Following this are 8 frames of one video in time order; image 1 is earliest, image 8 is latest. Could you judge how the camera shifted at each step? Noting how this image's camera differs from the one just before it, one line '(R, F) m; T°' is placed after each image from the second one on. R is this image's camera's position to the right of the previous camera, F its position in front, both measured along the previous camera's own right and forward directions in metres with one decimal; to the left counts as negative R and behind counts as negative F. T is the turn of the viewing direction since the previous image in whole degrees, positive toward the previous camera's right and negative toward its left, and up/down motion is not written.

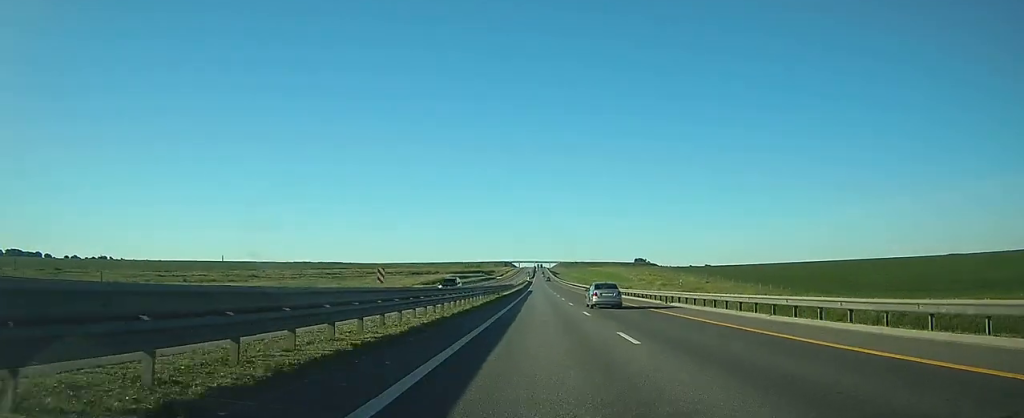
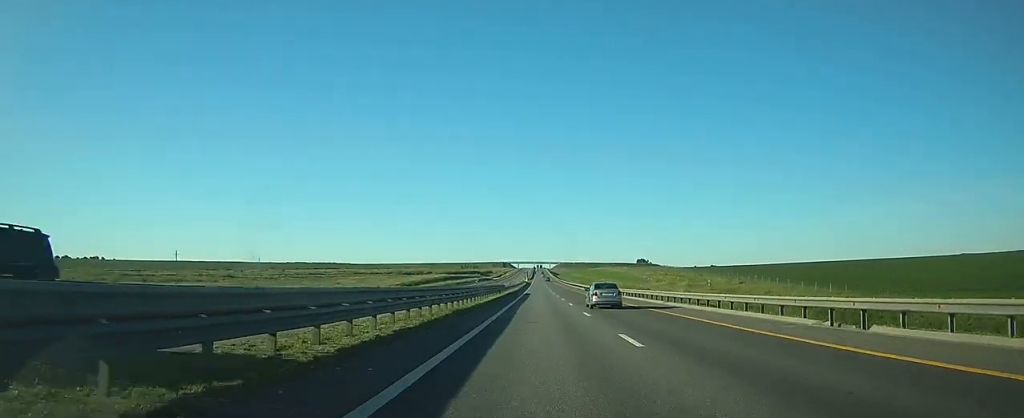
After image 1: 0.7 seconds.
(0.0, +24.7) m; 0°
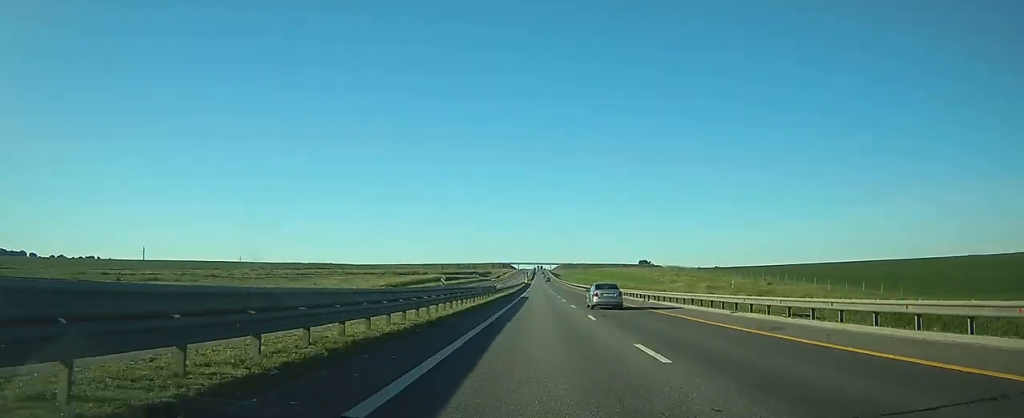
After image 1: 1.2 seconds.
(0.0, +14.6) m; 0°
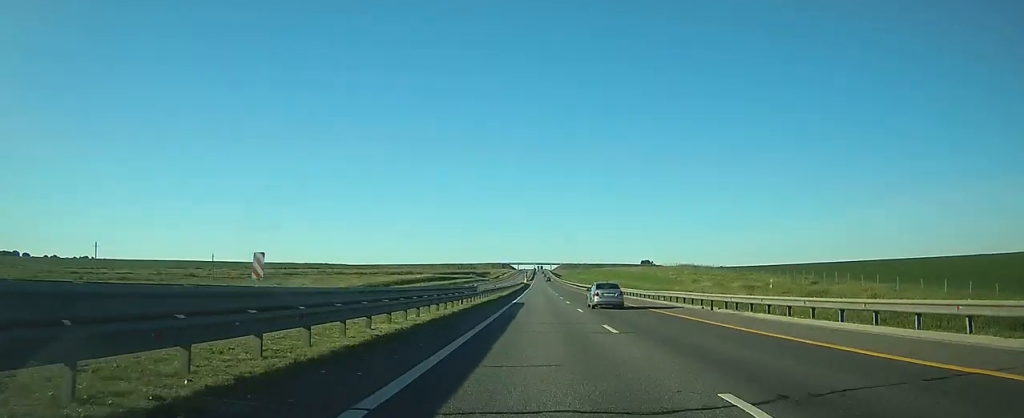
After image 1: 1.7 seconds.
(0.0, +18.0) m; 0°
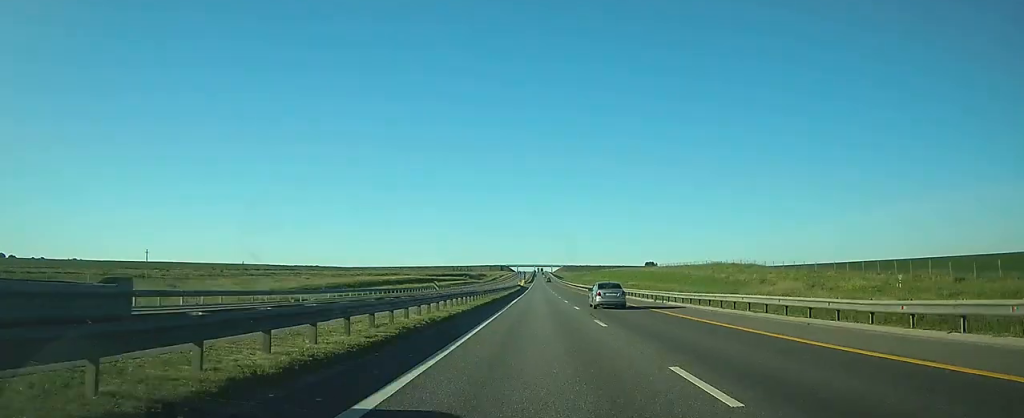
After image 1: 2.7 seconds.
(0.0, +33.7) m; 0°
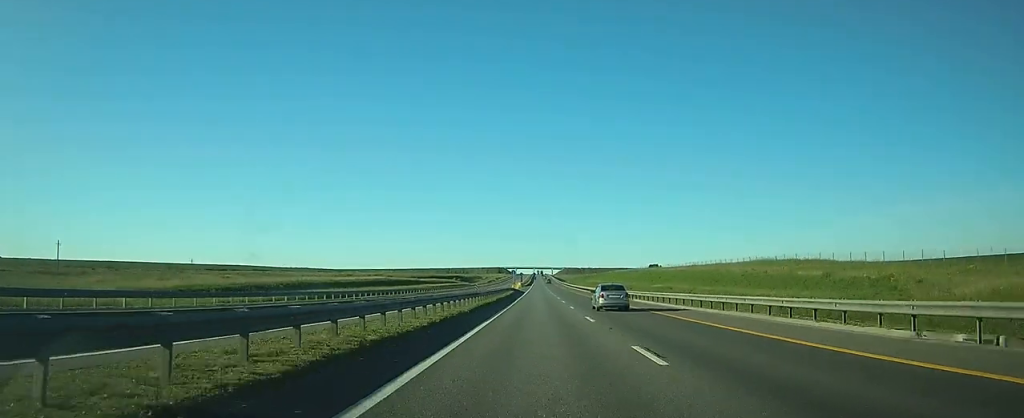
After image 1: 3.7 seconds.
(0.0, +32.6) m; 0°
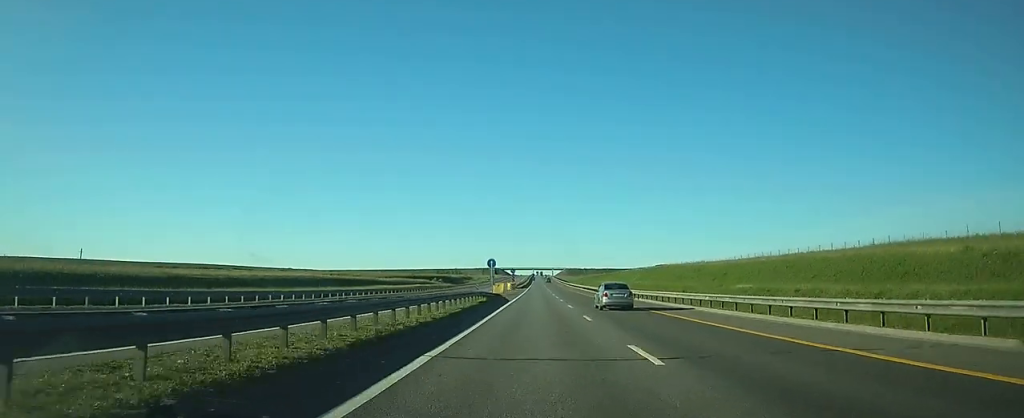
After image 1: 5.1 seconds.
(+0.1, +48.5) m; 0°
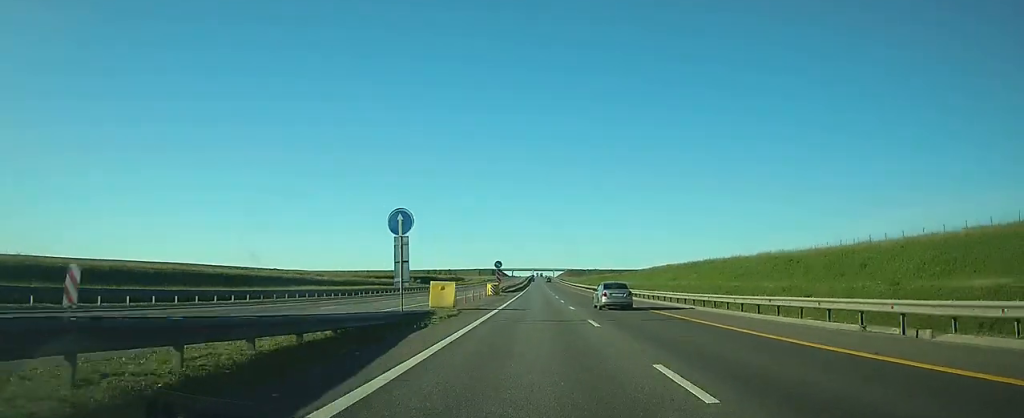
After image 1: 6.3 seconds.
(0.0, +39.4) m; 0°
